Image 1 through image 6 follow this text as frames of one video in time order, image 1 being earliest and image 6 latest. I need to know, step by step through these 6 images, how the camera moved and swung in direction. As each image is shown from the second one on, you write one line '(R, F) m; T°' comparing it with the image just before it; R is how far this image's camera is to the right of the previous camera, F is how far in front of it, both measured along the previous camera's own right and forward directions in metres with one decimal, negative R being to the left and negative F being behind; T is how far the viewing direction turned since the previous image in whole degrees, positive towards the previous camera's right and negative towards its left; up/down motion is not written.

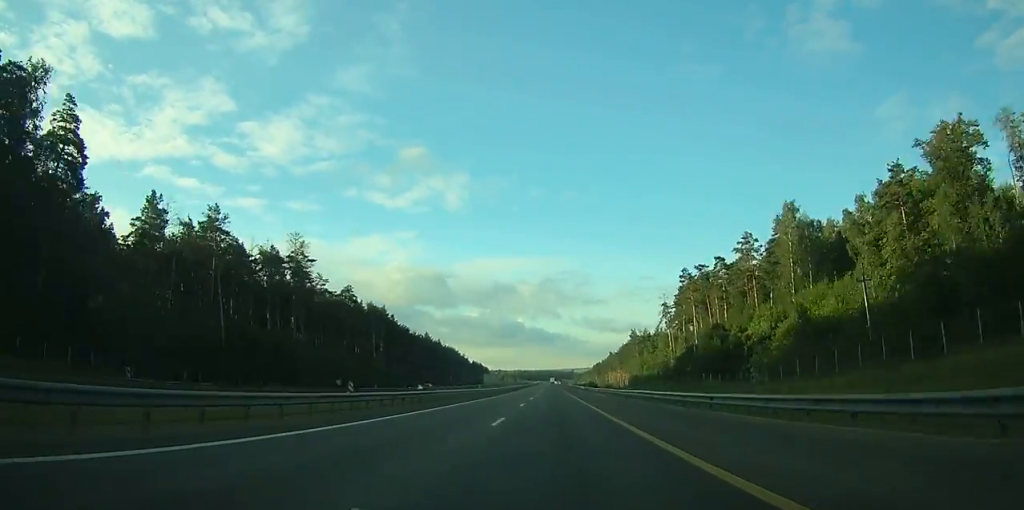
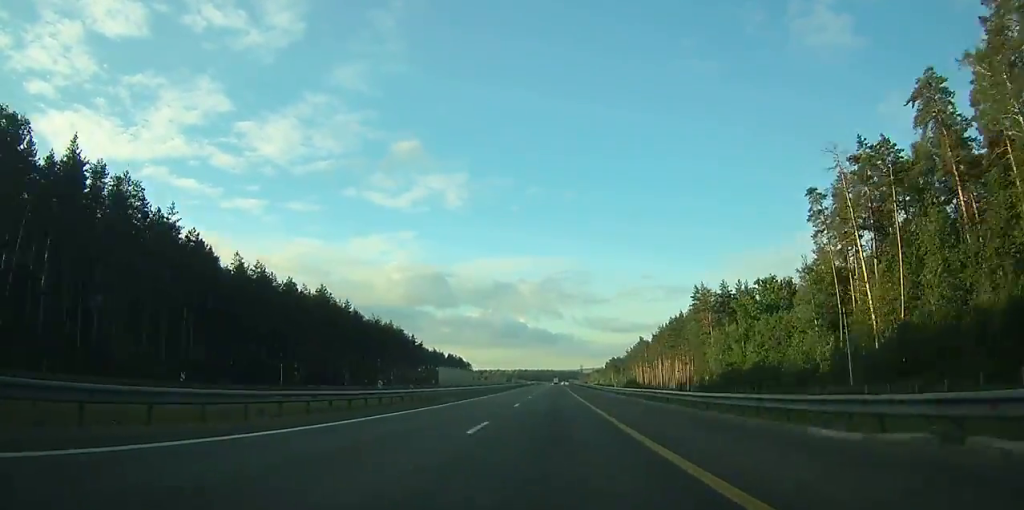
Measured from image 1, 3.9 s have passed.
(-0.1, +122.9) m; 0°
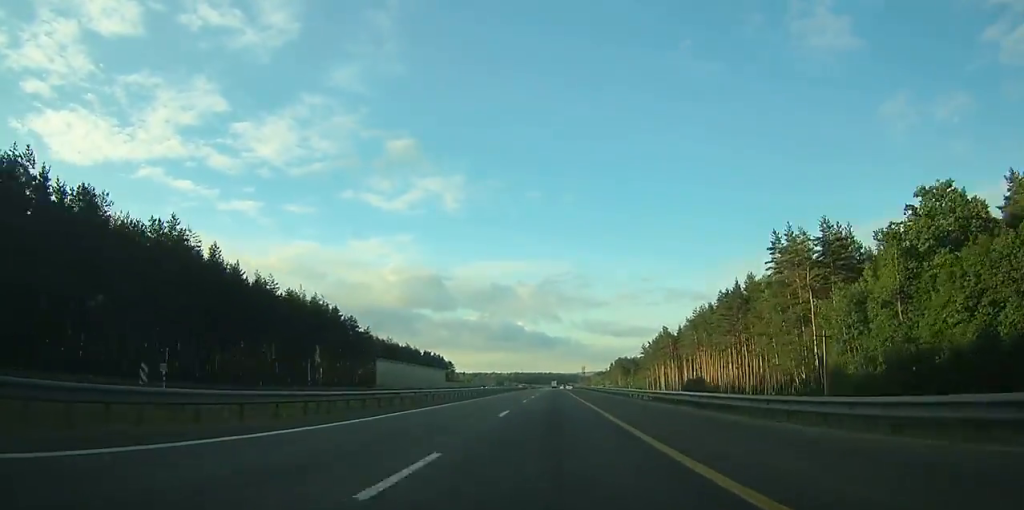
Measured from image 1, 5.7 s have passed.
(0.0, +58.6) m; 0°
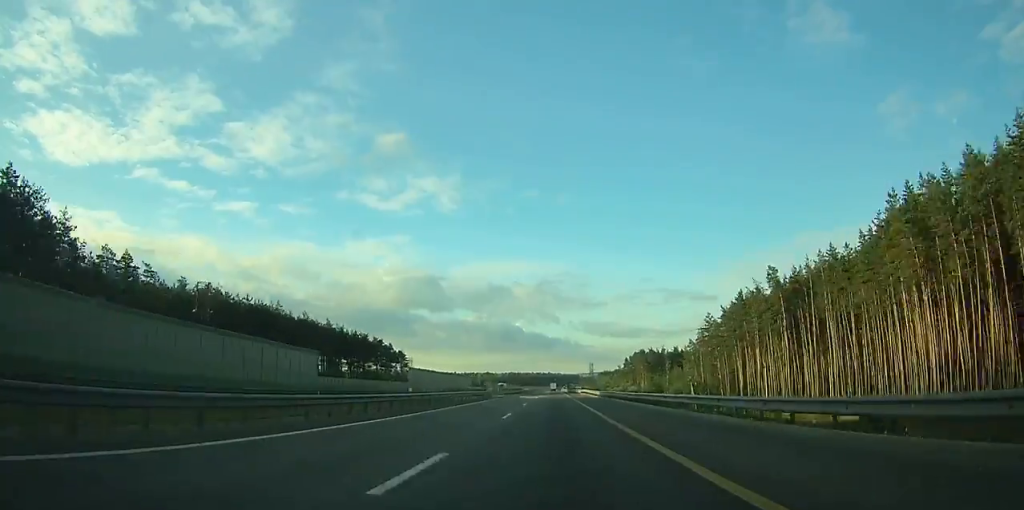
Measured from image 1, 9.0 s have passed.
(0.0, +99.6) m; 0°
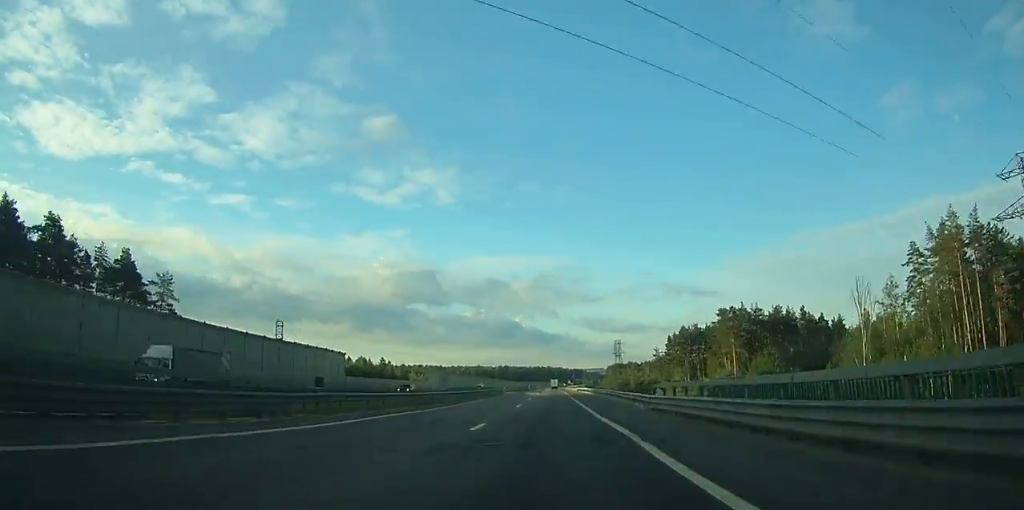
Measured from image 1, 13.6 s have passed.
(-0.4, +138.5) m; 0°
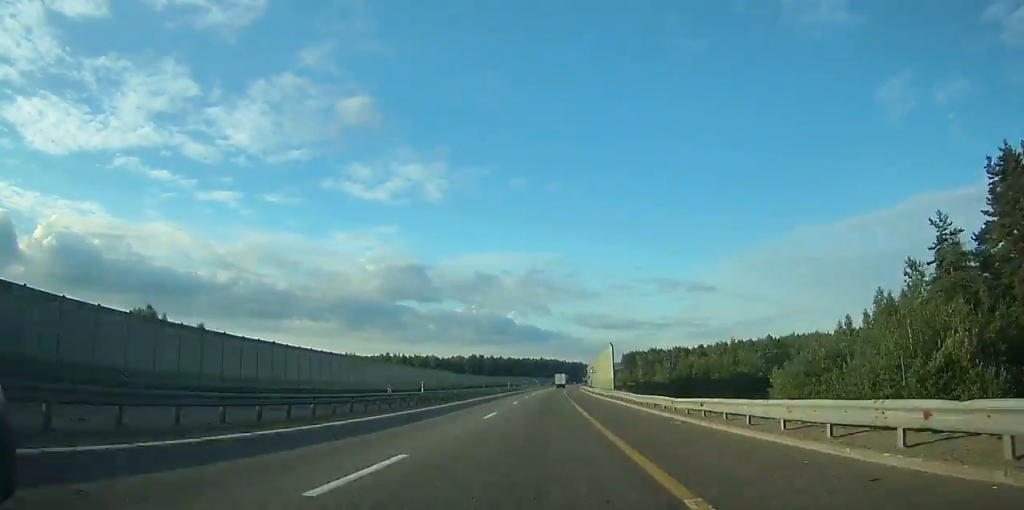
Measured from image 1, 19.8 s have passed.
(+0.9, +176.0) m; +1°
